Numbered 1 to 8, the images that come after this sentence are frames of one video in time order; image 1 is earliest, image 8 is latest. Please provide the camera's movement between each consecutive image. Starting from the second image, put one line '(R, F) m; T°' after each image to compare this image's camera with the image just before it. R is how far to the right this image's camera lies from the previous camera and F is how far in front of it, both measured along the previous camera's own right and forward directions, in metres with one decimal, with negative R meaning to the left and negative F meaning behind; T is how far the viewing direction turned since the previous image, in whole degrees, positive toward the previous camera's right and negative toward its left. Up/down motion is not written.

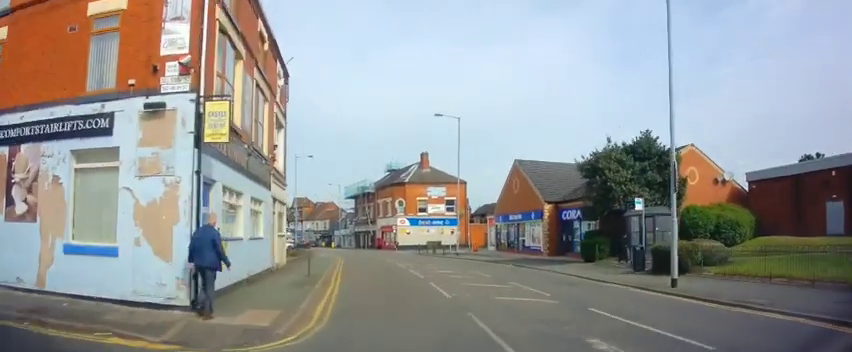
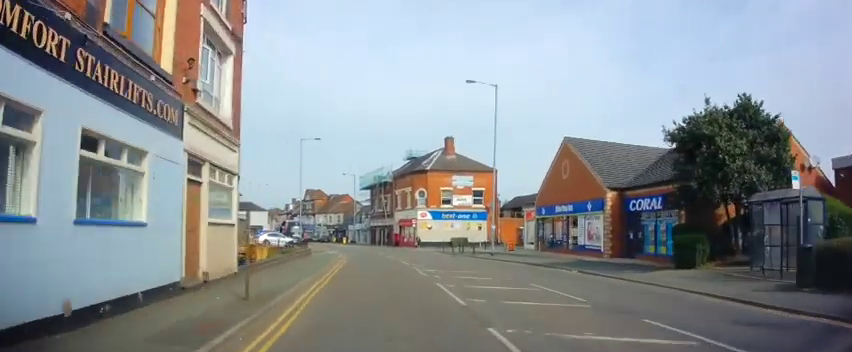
(-0.2, +8.2) m; -2°
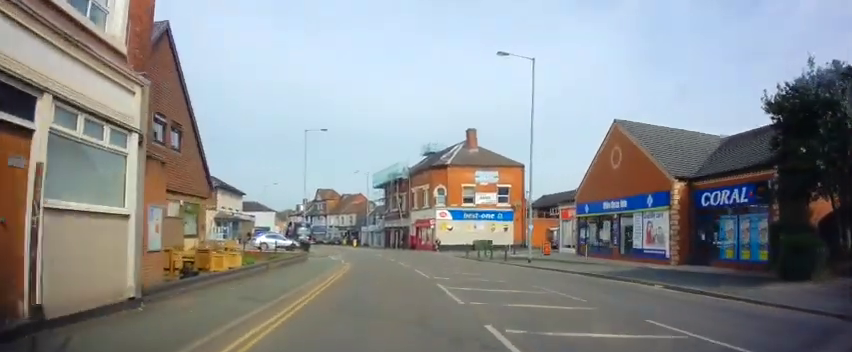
(+0.2, +5.9) m; -1°
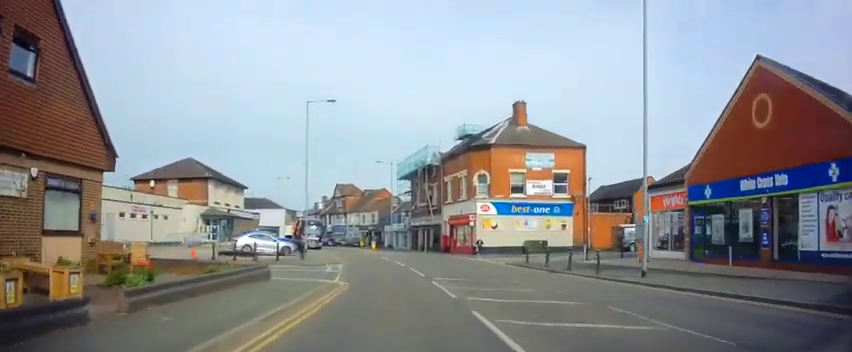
(-0.5, +10.9) m; -3°
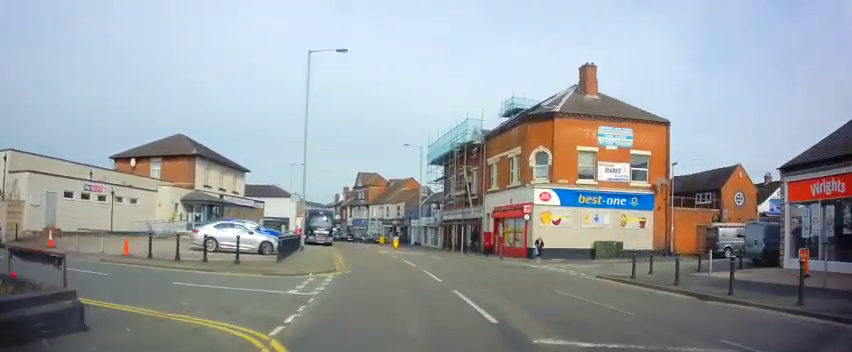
(-0.1, +9.8) m; -3°
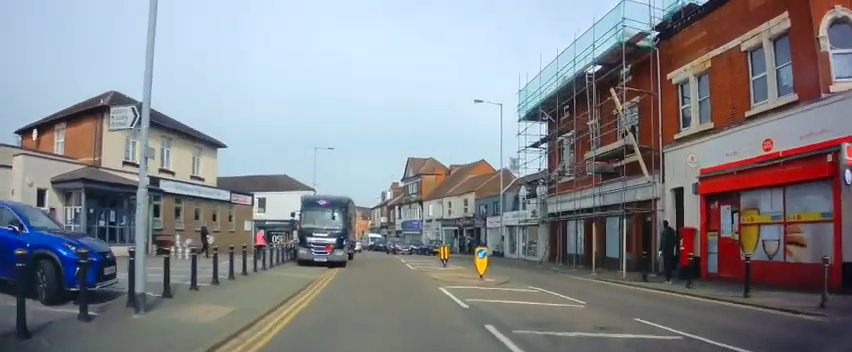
(-1.8, +21.1) m; -7°
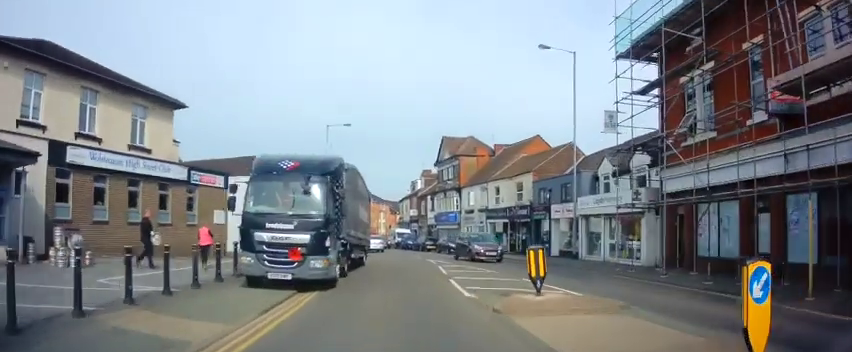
(+0.1, +10.8) m; -1°
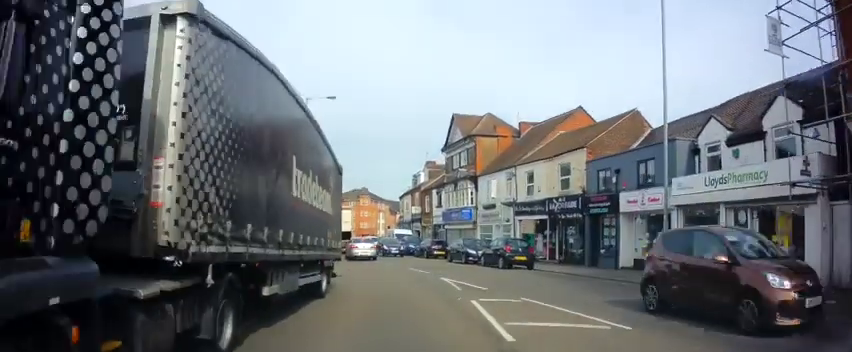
(-0.3, +10.2) m; -3°
